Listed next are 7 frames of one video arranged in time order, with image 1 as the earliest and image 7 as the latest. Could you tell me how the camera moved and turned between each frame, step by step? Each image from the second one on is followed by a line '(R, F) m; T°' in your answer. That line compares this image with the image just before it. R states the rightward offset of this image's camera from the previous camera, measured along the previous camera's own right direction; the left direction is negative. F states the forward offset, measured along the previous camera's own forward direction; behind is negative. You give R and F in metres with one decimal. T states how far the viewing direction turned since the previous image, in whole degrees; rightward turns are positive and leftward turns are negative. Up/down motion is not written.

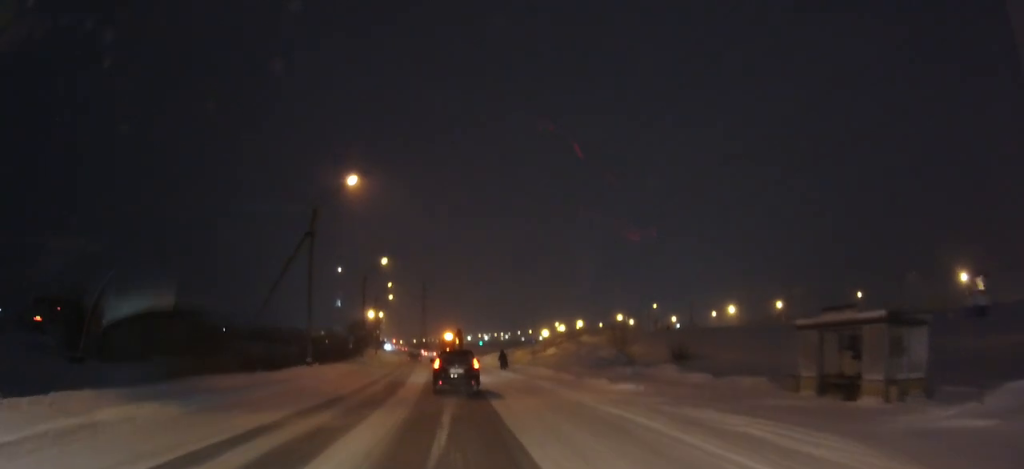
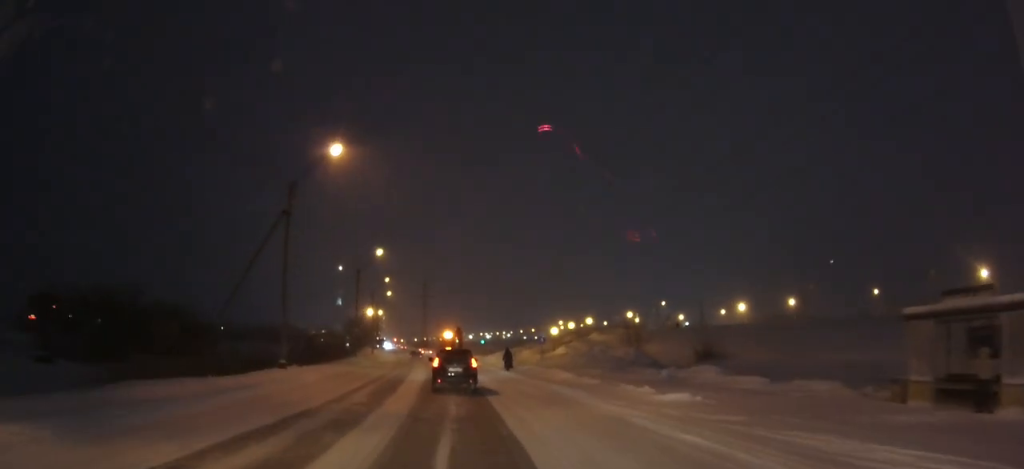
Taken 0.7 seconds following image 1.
(0.0, +5.7) m; 0°
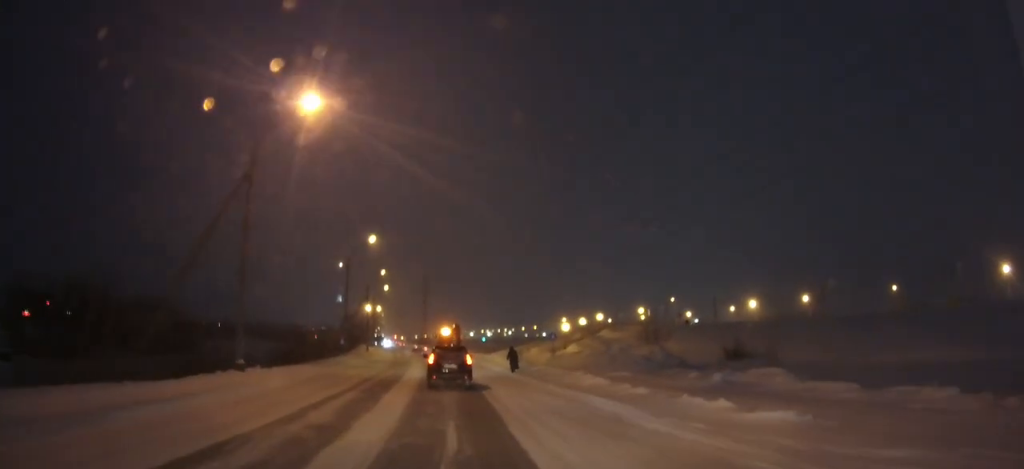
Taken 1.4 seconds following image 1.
(0.0, +6.1) m; 0°
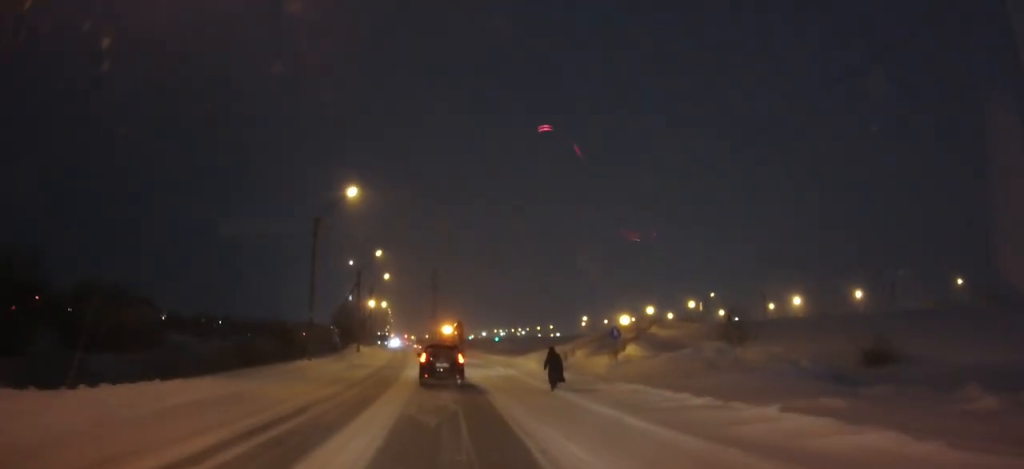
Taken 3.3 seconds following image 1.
(-0.1, +16.6) m; -1°
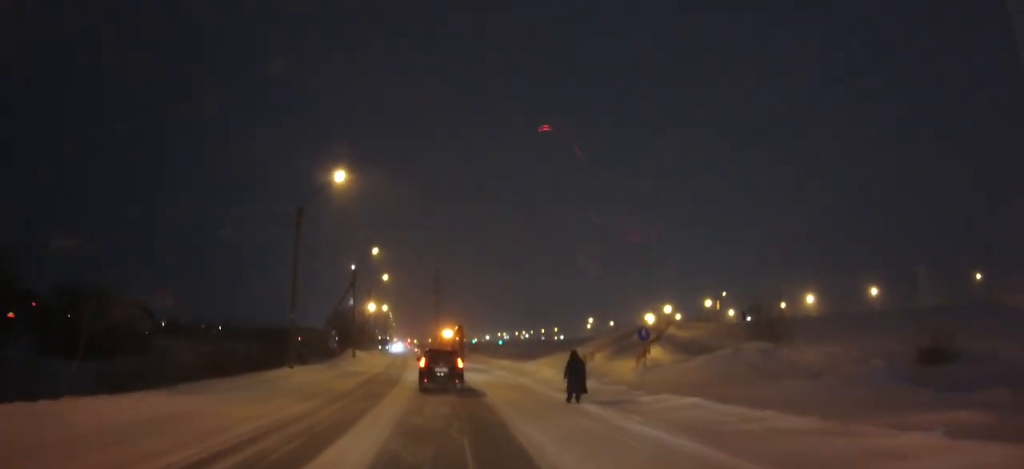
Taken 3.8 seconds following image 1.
(0.0, +4.6) m; 0°
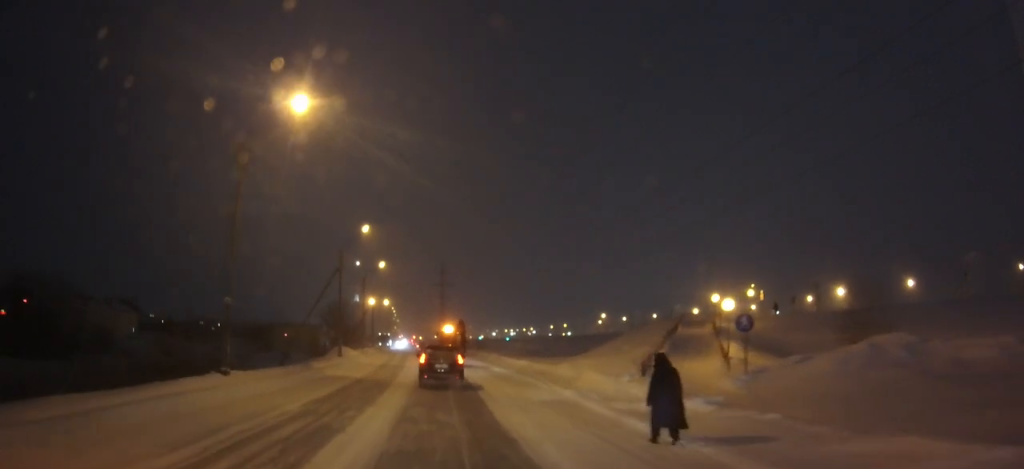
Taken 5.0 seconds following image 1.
(-0.1, +10.2) m; 0°
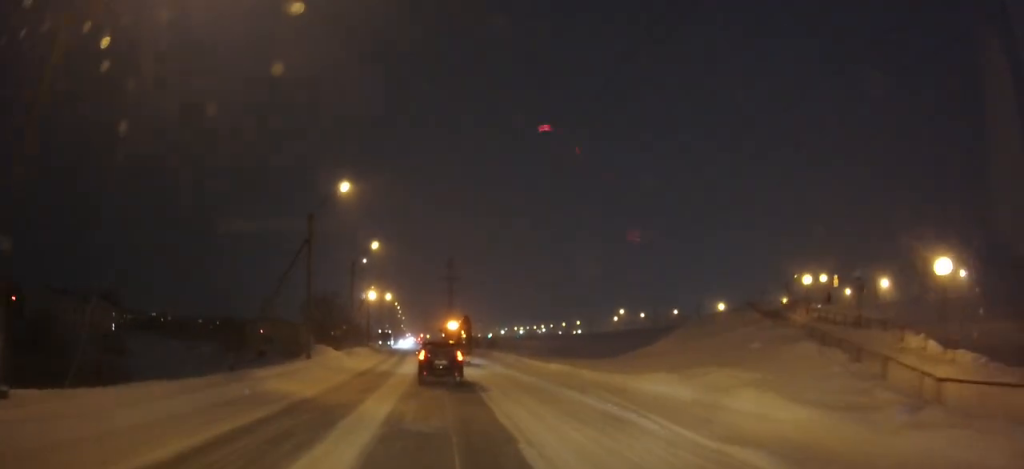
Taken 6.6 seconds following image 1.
(-0.1, +13.4) m; -1°
